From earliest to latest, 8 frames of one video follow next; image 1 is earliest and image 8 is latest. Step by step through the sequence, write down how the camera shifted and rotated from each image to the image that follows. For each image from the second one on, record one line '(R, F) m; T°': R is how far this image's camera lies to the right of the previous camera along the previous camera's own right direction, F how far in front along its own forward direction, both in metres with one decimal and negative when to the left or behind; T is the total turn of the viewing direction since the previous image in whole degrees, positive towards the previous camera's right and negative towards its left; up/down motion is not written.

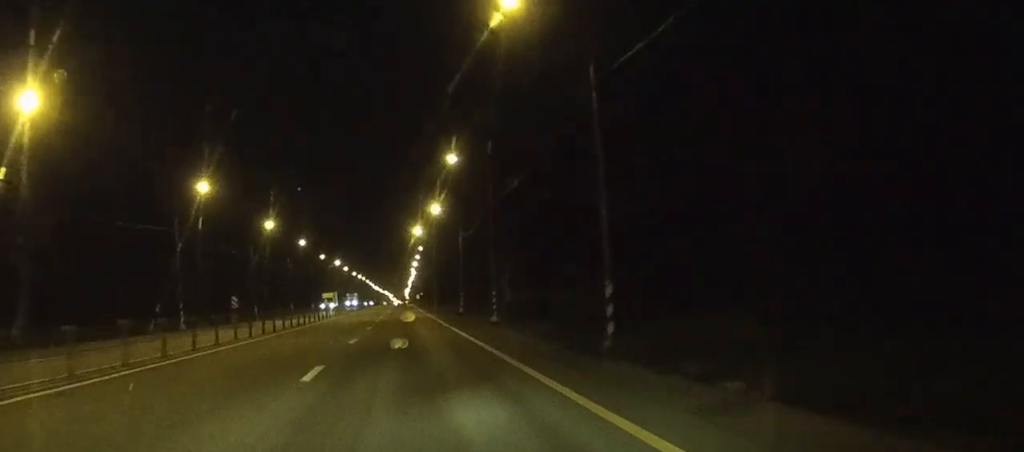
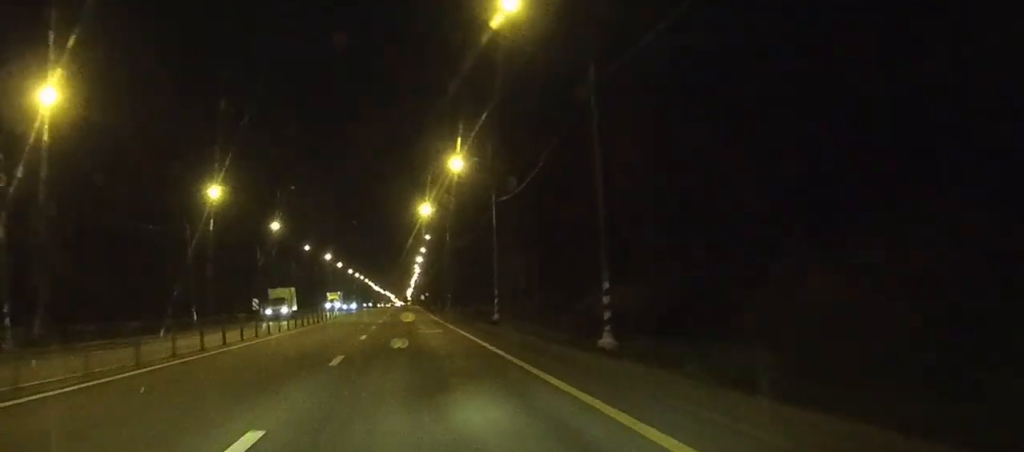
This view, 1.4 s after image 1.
(0.0, +32.4) m; 0°
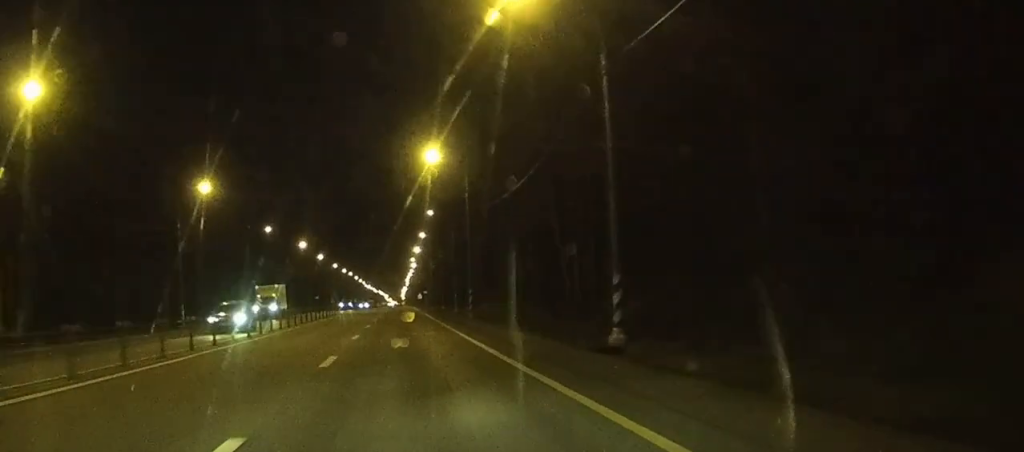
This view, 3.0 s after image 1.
(-0.1, +36.1) m; 0°
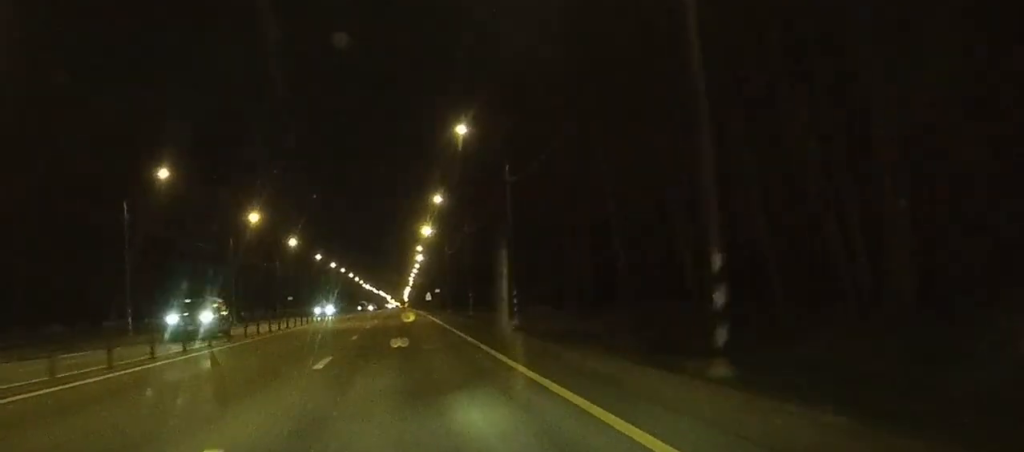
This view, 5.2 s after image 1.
(0.0, +47.9) m; 0°
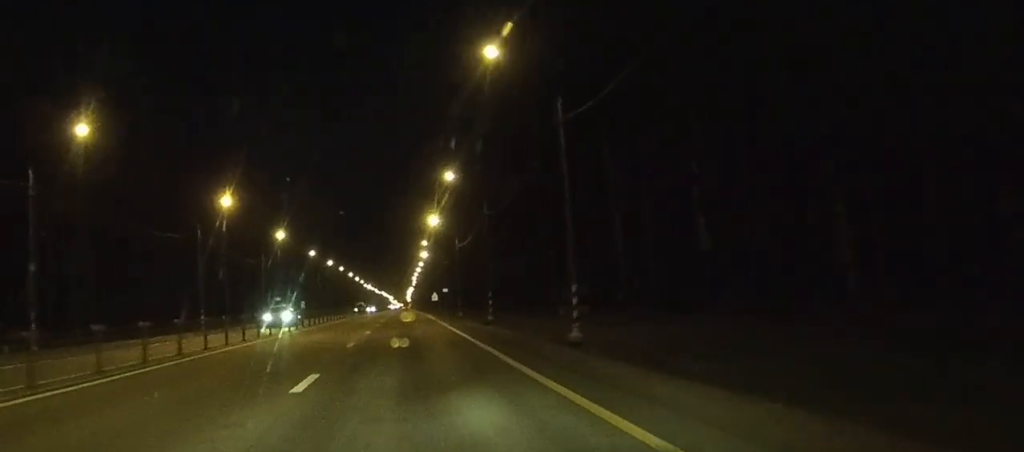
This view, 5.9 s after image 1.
(0.0, +16.0) m; 0°
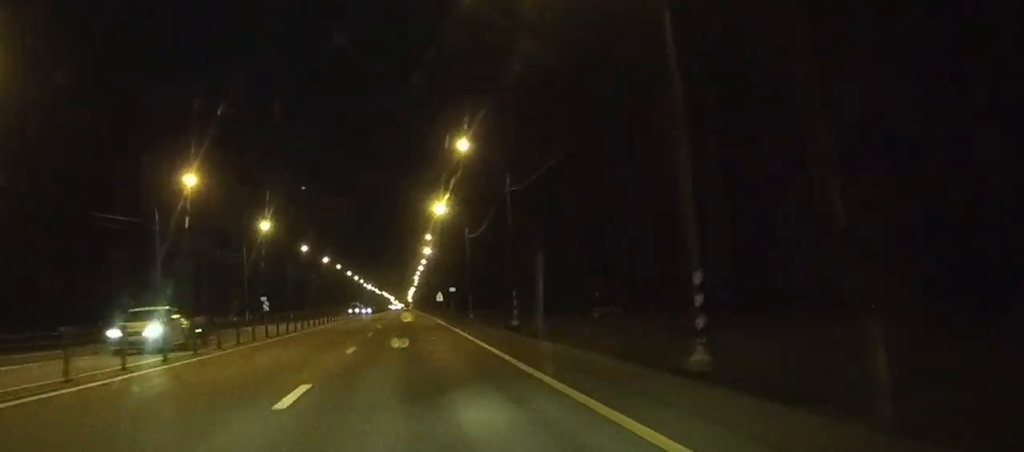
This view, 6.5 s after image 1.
(-0.1, +14.0) m; 0°
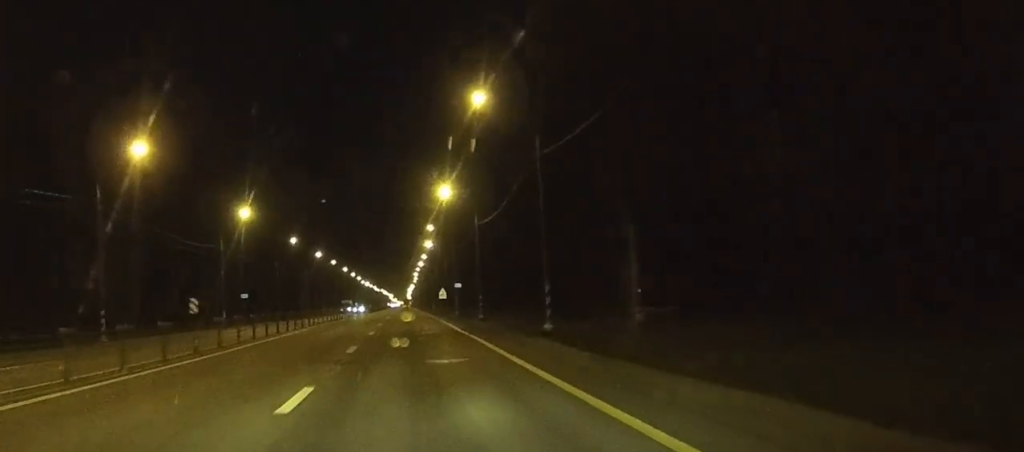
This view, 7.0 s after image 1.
(0.0, +12.9) m; 0°
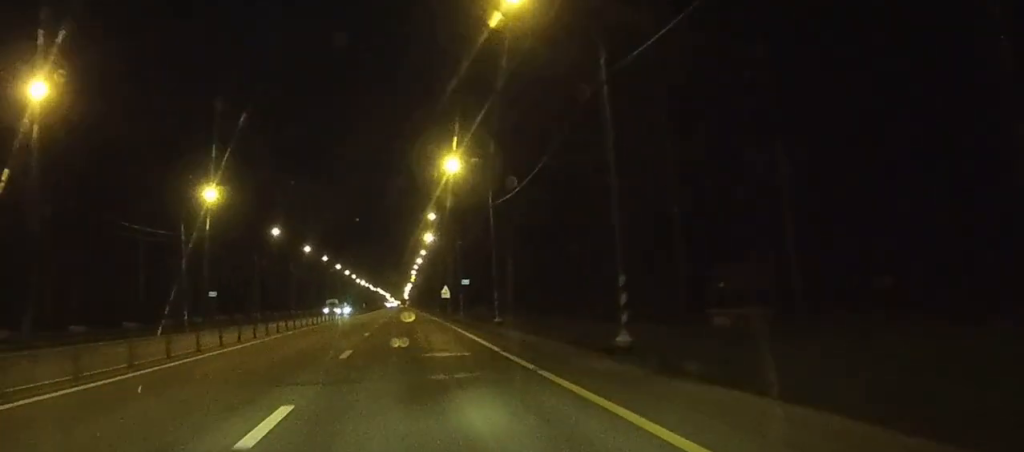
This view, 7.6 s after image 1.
(0.0, +15.7) m; 0°
